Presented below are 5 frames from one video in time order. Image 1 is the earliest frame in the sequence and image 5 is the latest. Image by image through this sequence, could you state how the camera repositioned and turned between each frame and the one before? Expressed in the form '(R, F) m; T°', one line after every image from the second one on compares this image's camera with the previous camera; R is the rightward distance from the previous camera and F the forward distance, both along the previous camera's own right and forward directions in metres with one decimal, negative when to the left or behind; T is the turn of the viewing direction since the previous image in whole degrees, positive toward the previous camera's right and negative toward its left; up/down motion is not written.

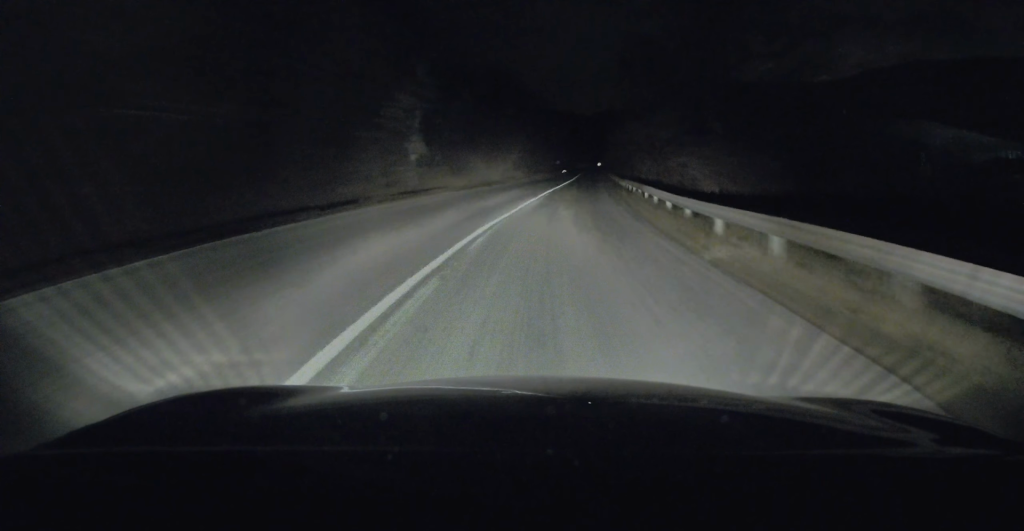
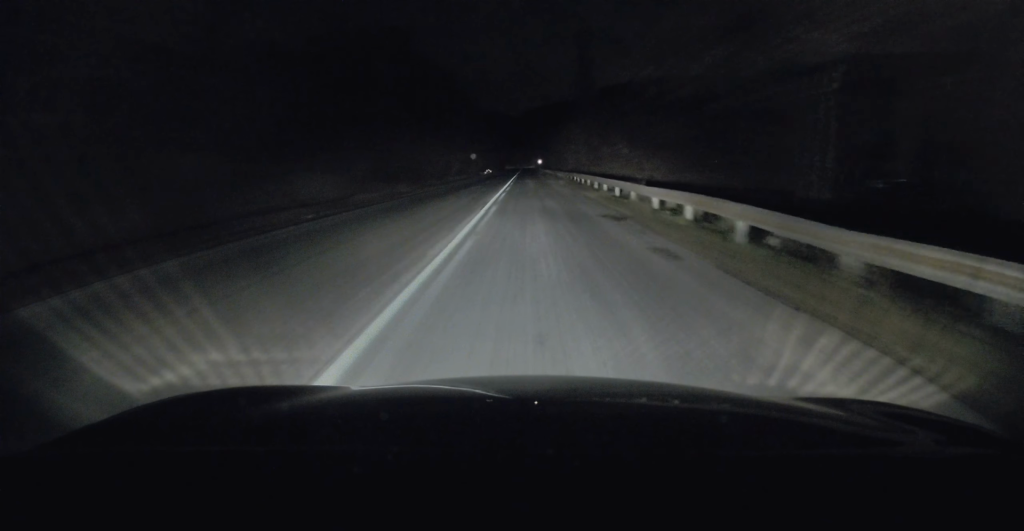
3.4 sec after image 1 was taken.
(+3.1, +68.2) m; +3°
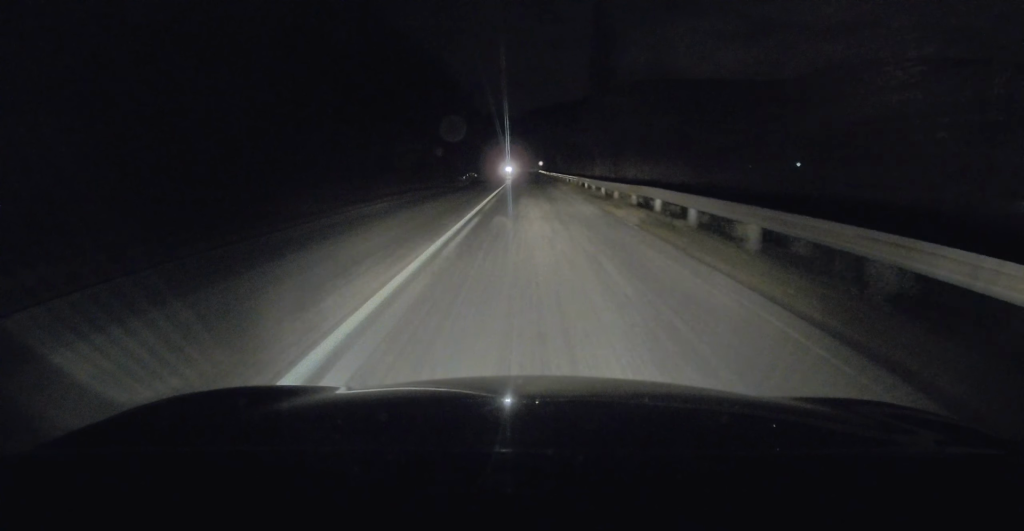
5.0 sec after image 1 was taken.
(+0.1, +31.0) m; 0°
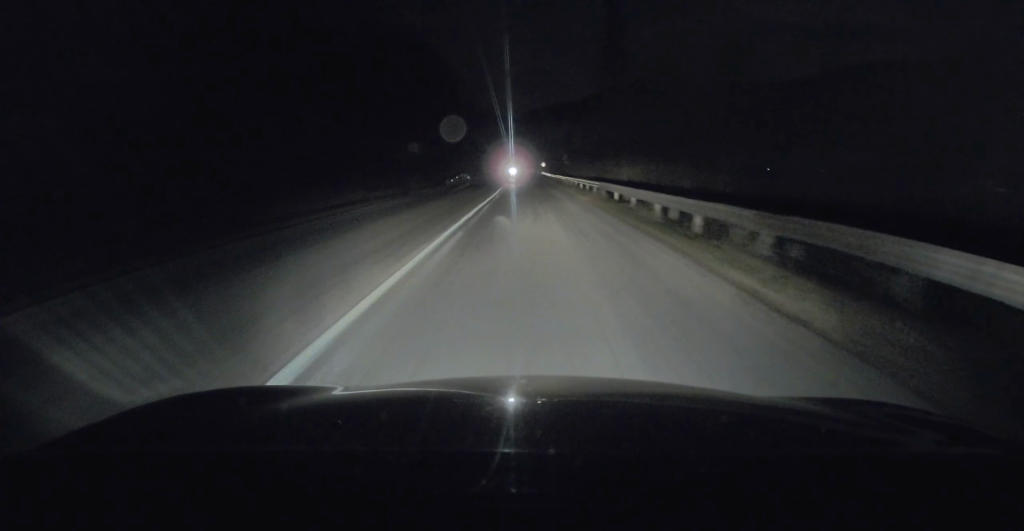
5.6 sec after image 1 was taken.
(0.0, +11.7) m; 0°
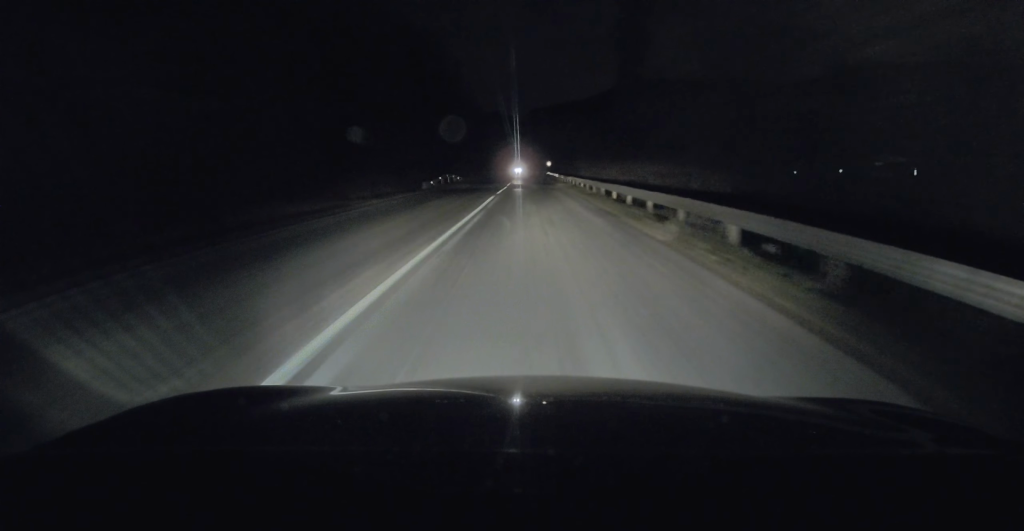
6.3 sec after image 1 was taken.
(+0.1, +13.6) m; 0°
